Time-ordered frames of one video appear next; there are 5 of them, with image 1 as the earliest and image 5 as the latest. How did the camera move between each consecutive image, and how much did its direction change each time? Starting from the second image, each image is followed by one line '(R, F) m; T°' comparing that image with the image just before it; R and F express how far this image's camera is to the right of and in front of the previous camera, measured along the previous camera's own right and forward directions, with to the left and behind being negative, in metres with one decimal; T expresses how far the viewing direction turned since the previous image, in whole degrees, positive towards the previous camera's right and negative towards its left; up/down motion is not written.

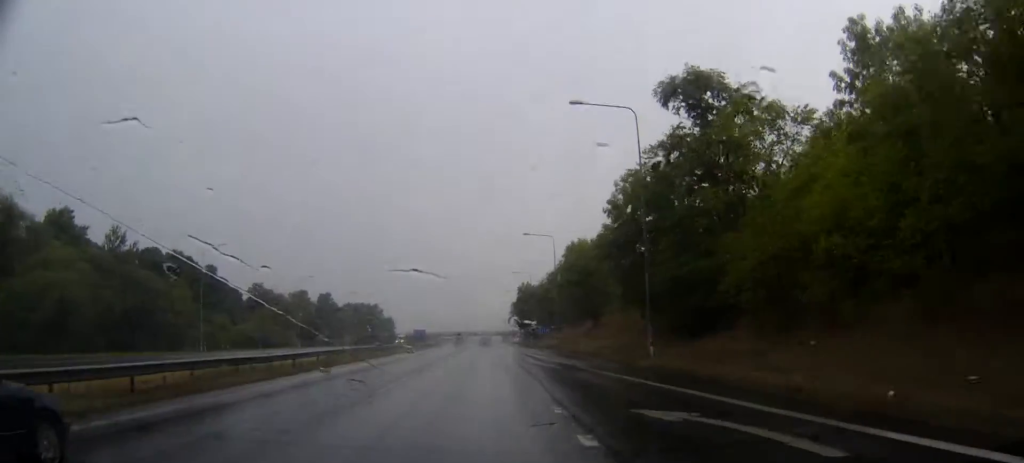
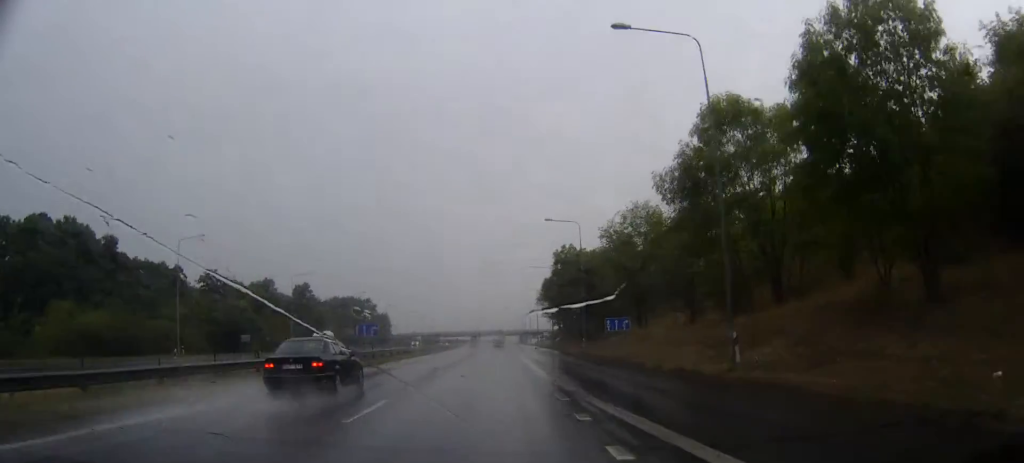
(-0.5, +54.3) m; -1°
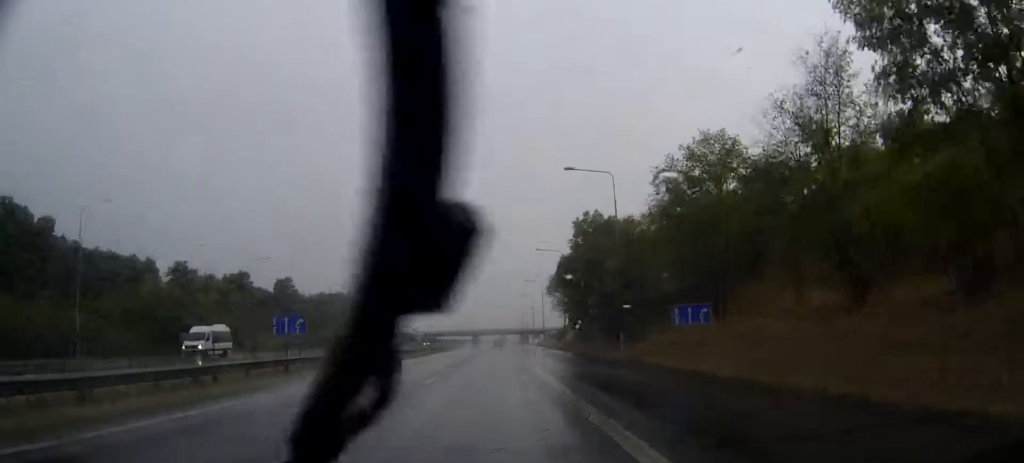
(0.0, +20.4) m; 0°
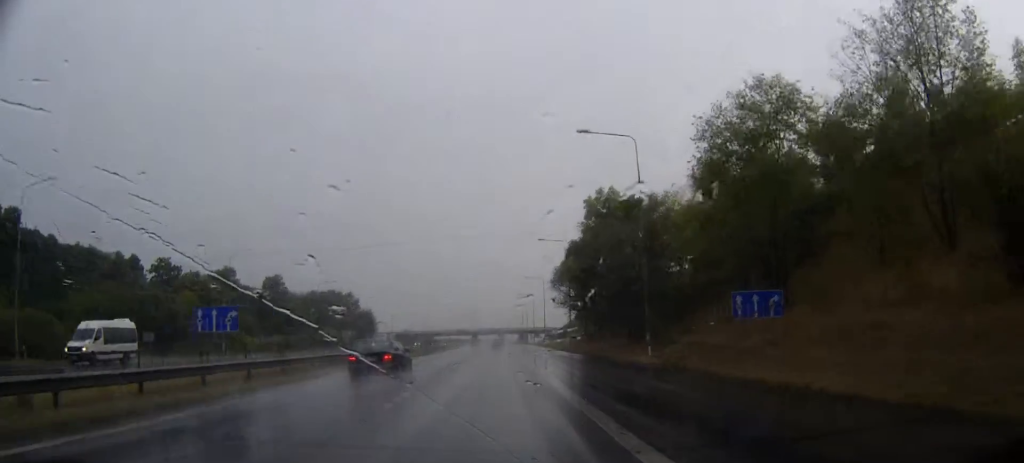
(0.0, +8.9) m; 0°
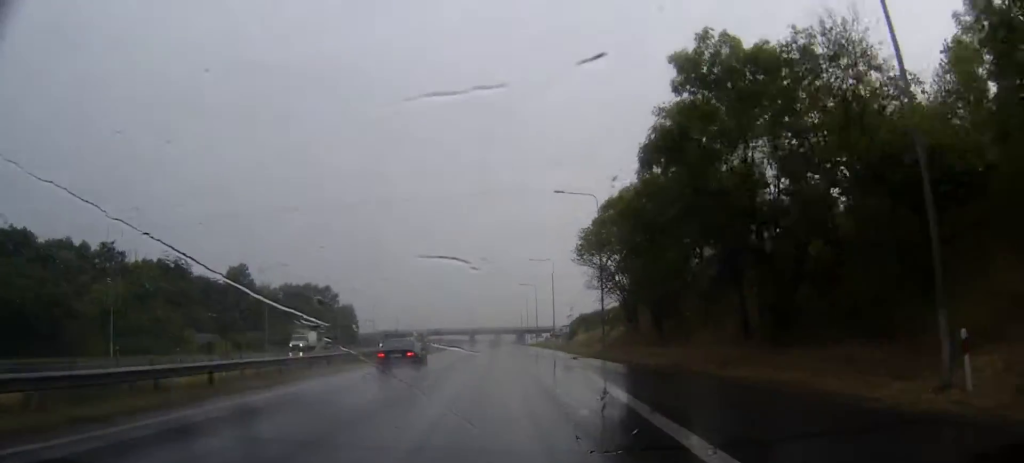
(0.0, +27.1) m; 0°
